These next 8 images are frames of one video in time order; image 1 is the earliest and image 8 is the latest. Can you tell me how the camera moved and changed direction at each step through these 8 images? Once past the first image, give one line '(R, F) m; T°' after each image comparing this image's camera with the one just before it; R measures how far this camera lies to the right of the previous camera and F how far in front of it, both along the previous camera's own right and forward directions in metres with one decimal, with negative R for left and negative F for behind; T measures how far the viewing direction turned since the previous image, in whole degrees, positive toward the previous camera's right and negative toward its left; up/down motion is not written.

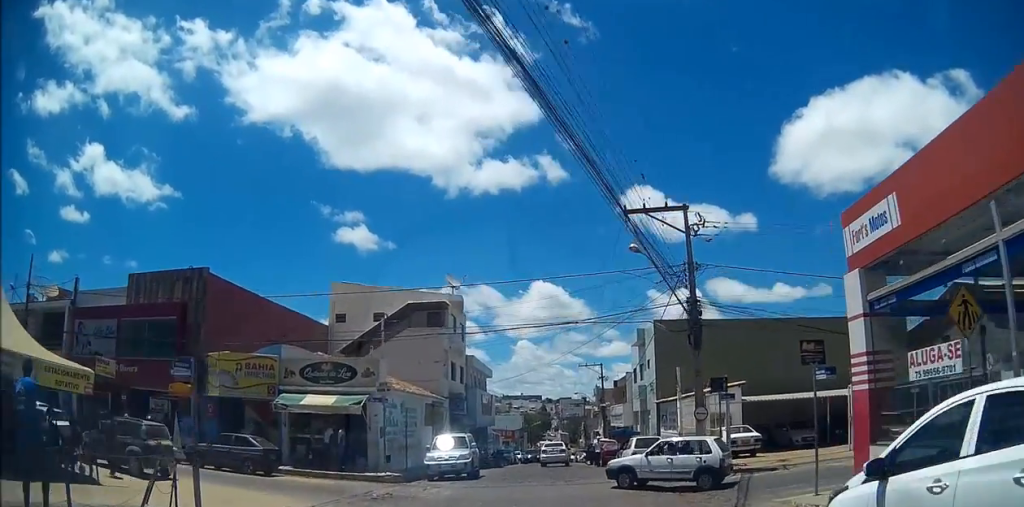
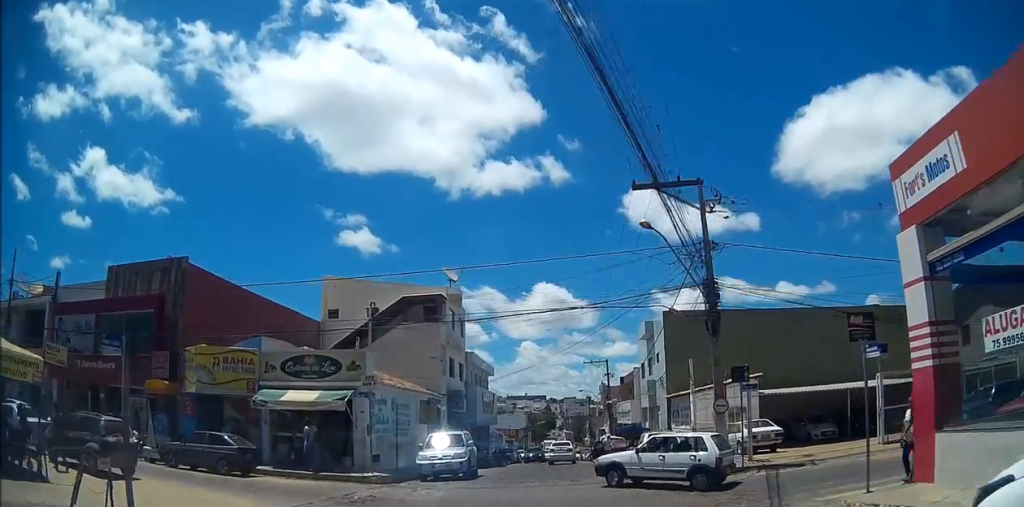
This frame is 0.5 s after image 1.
(0.0, +1.5) m; +1°
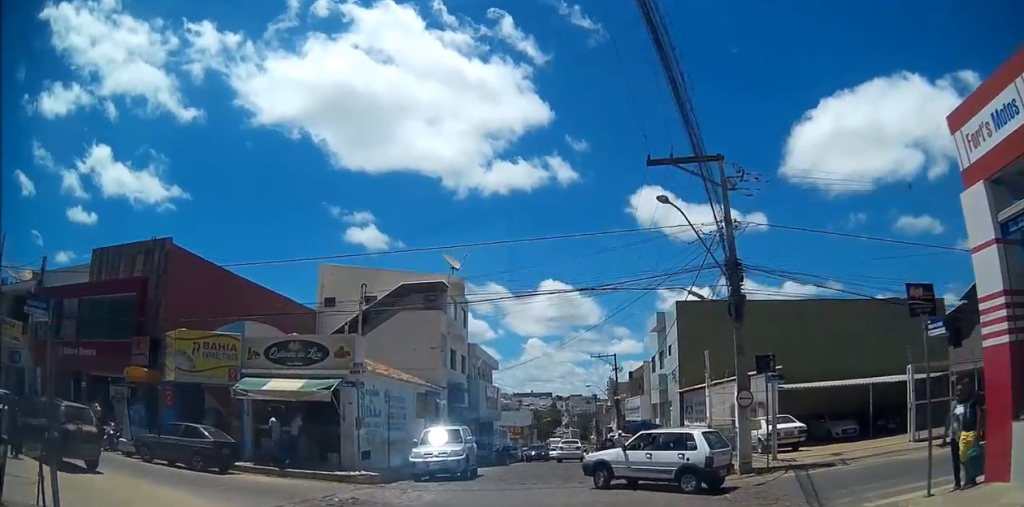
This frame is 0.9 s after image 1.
(+0.1, +2.0) m; 0°
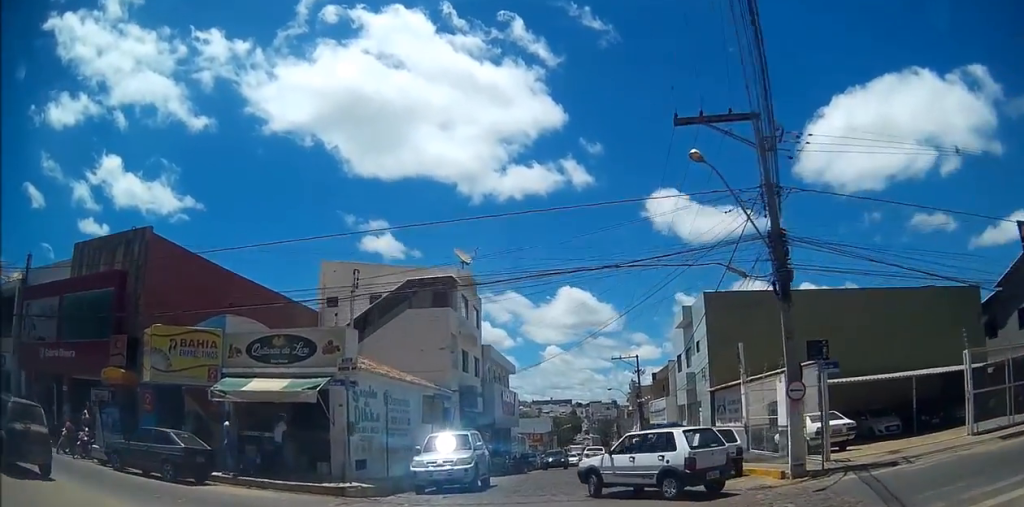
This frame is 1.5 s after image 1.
(+0.1, +2.9) m; 0°
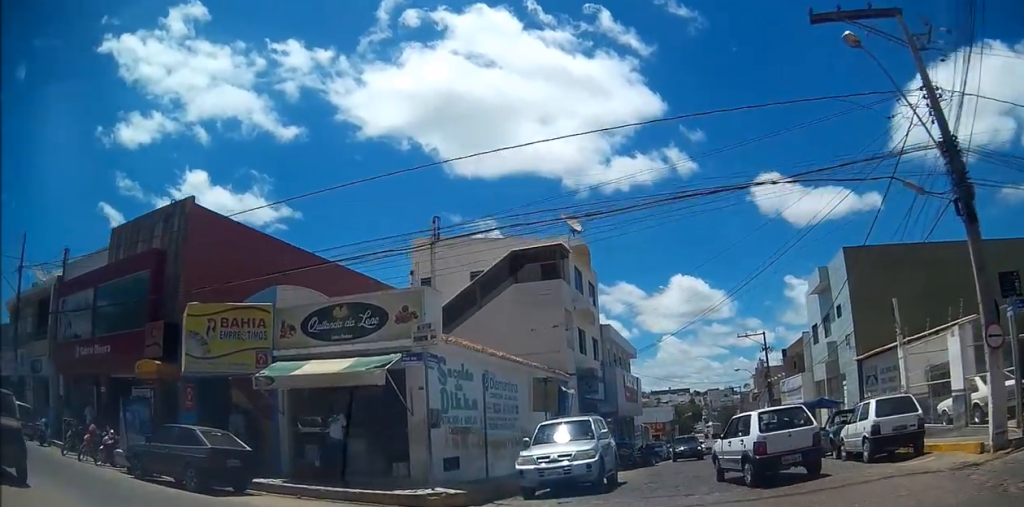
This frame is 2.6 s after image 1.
(-0.2, +5.0) m; -6°
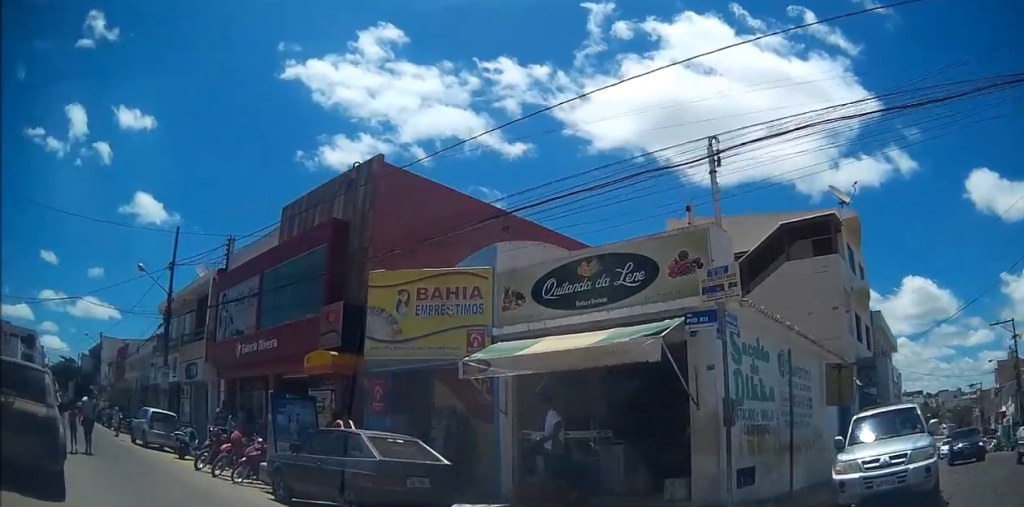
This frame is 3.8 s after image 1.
(-0.5, +4.6) m; -25°
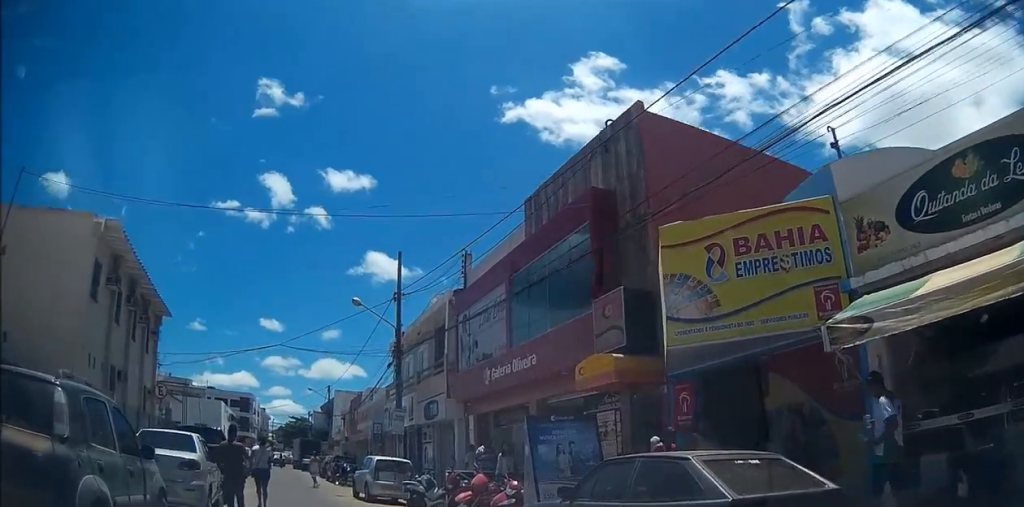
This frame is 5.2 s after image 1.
(-1.6, +3.7) m; -42°
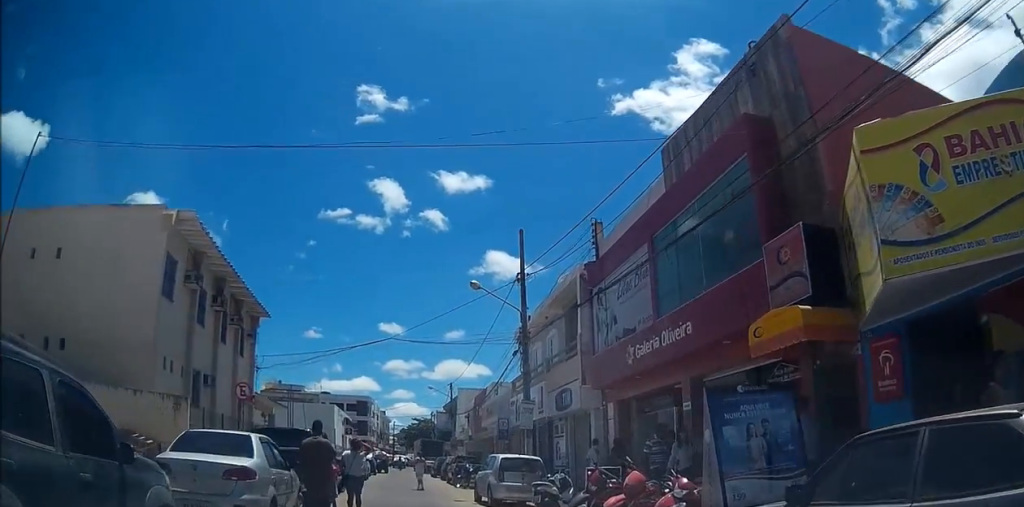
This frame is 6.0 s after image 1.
(-0.3, +2.3) m; -8°
